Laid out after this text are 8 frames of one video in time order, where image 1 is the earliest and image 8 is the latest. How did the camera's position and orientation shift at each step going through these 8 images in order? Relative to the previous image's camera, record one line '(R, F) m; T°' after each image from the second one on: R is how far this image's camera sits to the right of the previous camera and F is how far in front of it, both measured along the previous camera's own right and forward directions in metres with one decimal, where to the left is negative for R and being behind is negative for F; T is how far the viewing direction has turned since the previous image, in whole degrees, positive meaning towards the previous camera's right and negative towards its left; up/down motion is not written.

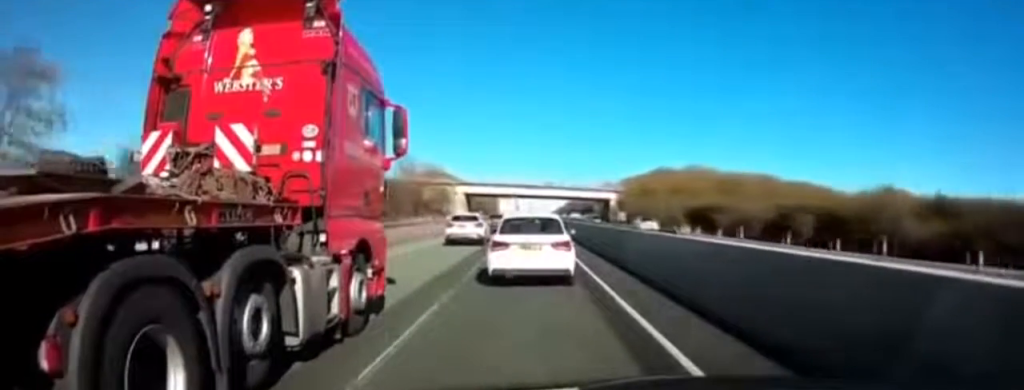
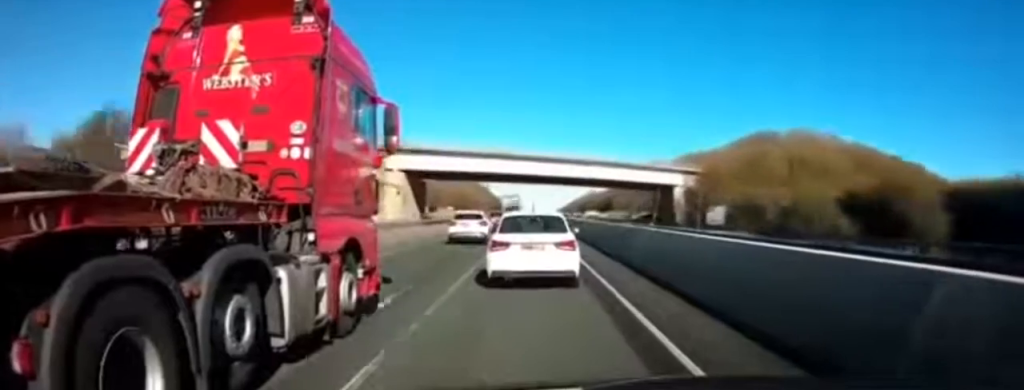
(+0.6, +56.1) m; 0°
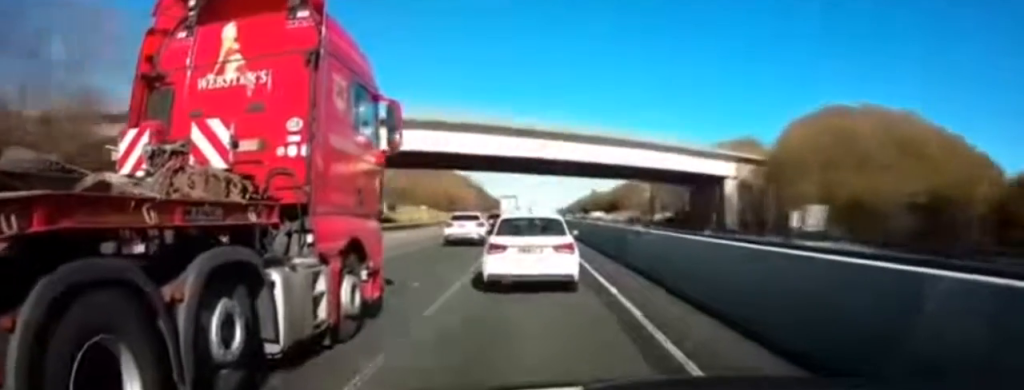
(-0.2, +20.2) m; 0°
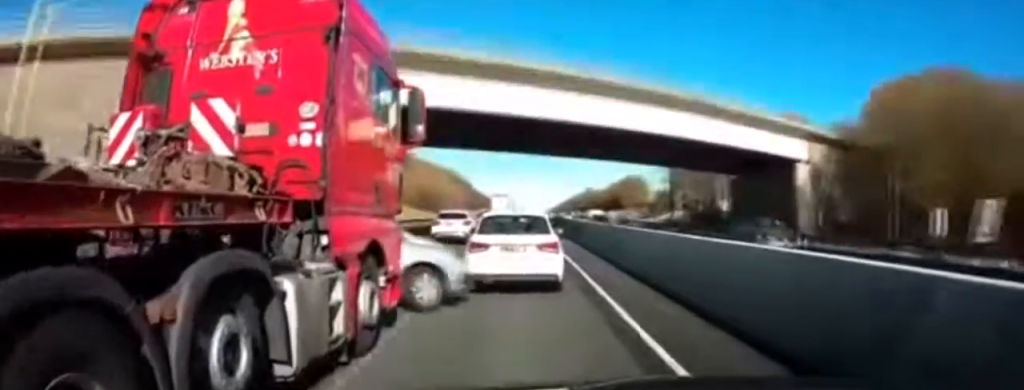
(+0.1, +16.7) m; +1°
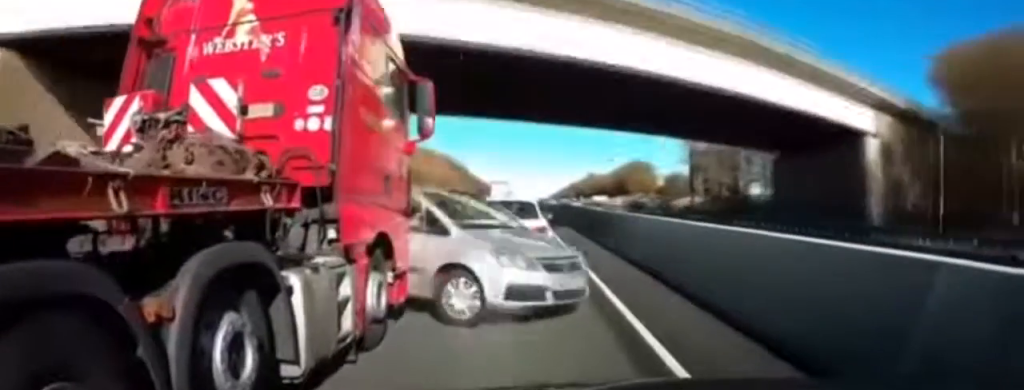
(0.0, +9.1) m; 0°
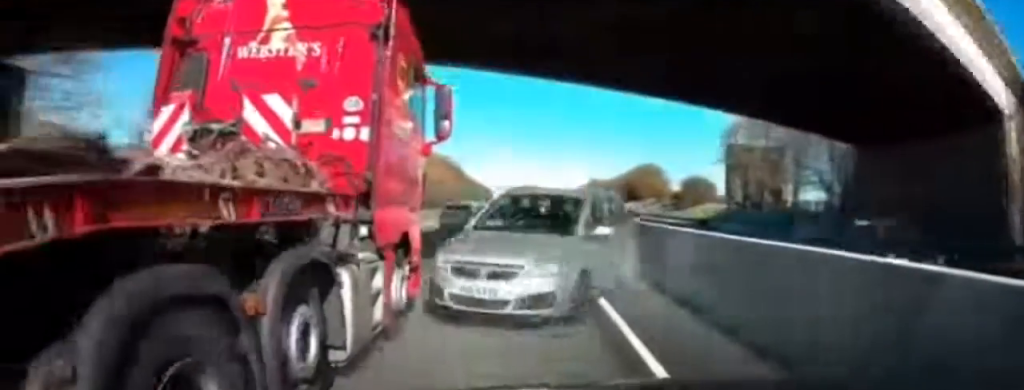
(+0.1, +13.9) m; 0°
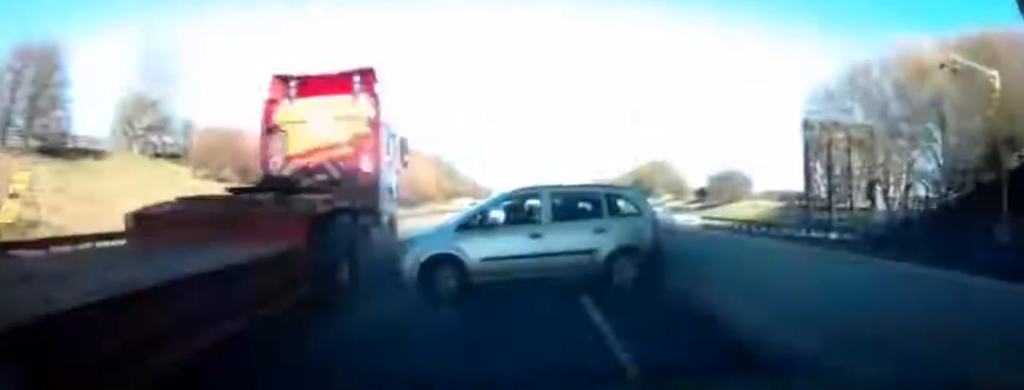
(-0.5, +27.3) m; -3°
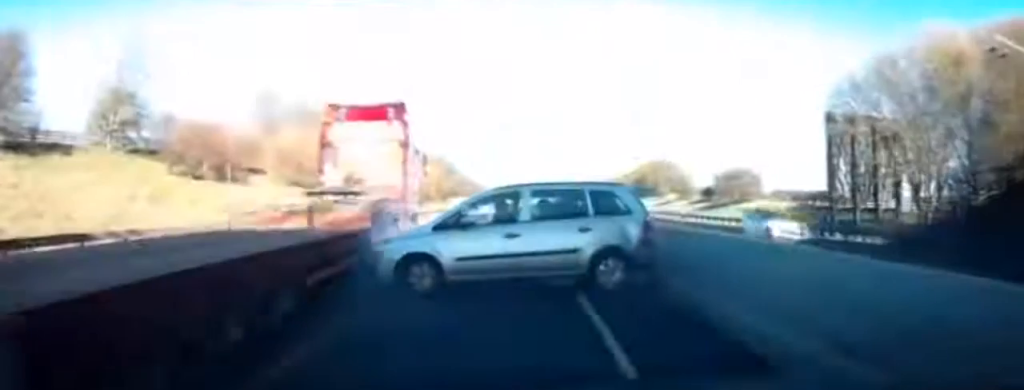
(0.0, +8.1) m; -1°
